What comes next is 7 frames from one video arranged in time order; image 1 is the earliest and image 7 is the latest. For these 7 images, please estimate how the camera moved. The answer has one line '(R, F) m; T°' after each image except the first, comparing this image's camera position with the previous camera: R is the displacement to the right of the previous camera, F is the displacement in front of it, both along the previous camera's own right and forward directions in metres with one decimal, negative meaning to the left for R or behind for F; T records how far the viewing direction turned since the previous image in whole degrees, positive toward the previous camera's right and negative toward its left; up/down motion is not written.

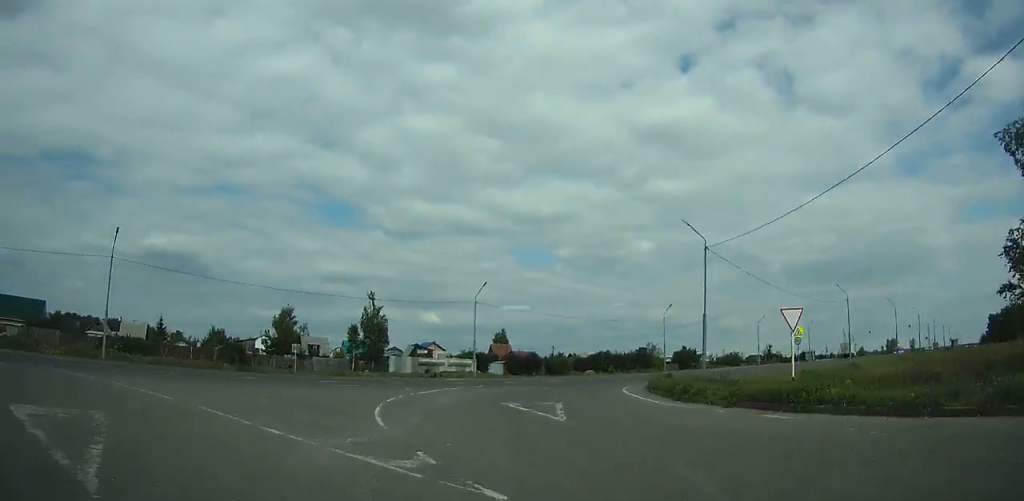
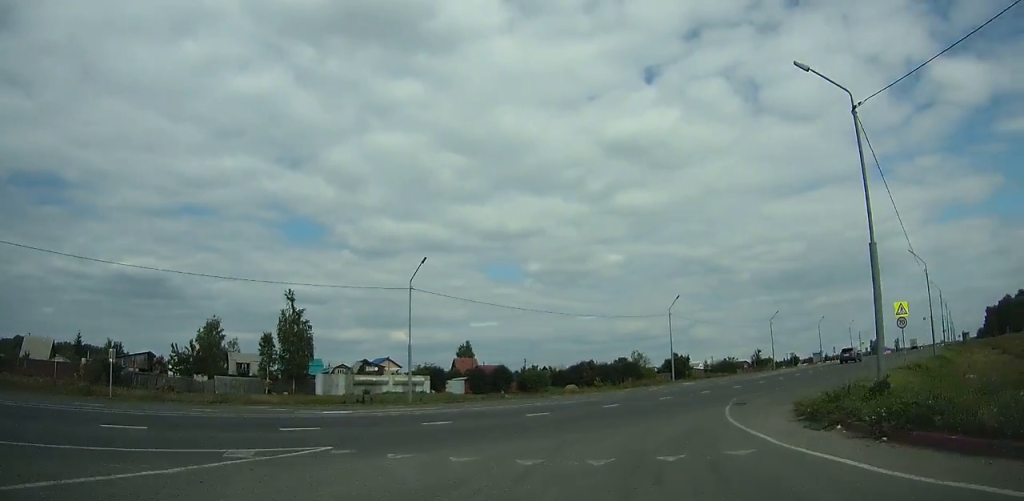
(-1.6, +23.6) m; +3°
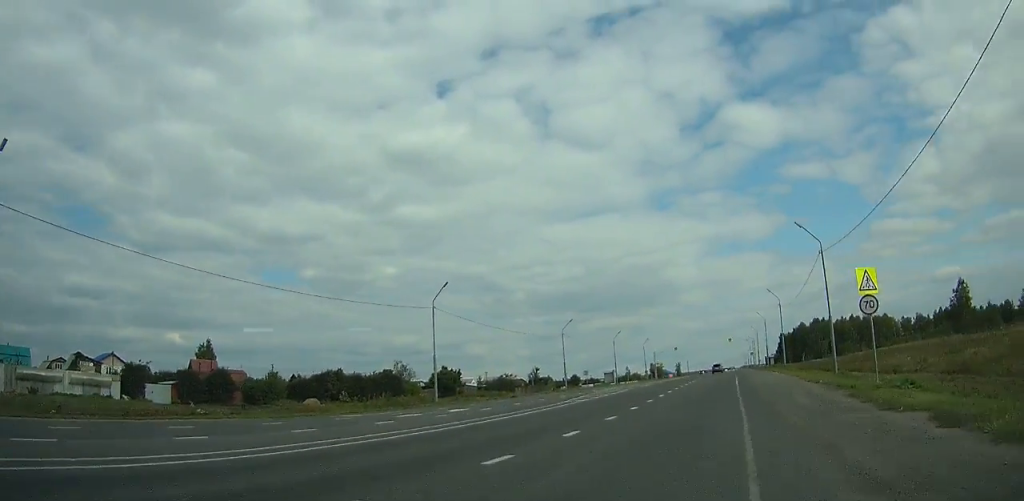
(+1.6, +19.2) m; +15°
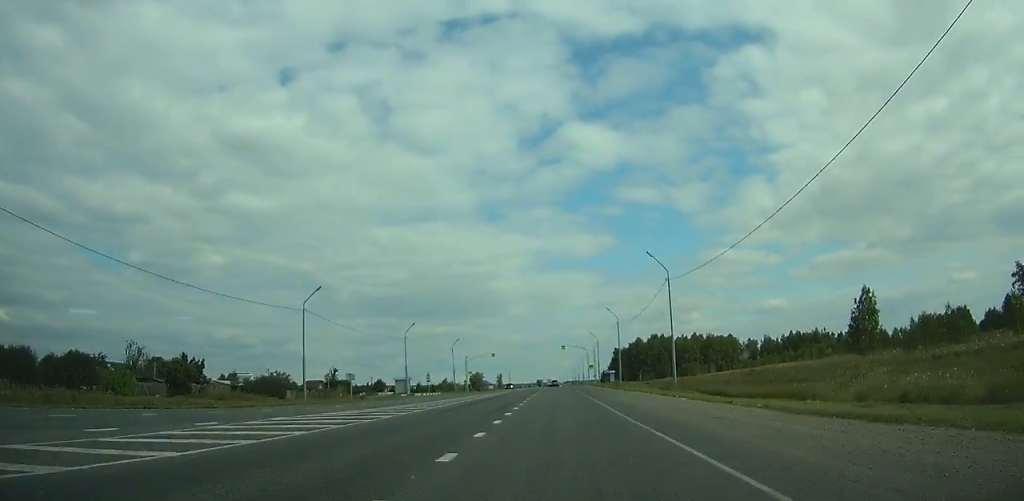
(+4.9, +29.0) m; +14°
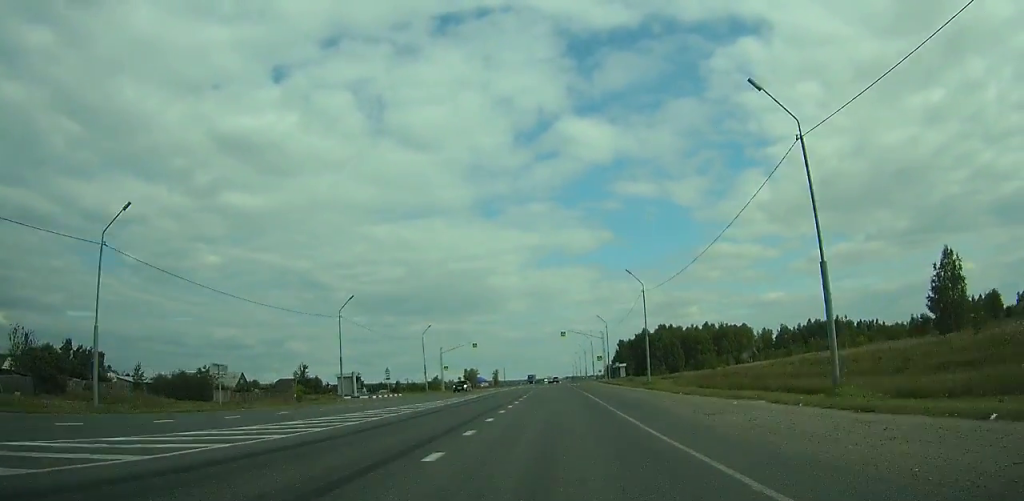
(+1.5, +21.9) m; +3°
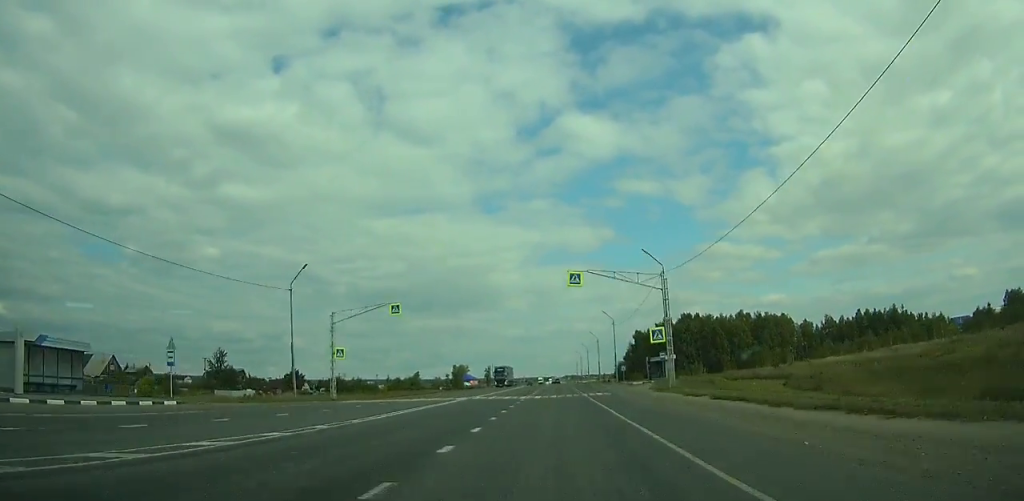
(+0.7, +45.2) m; +1°
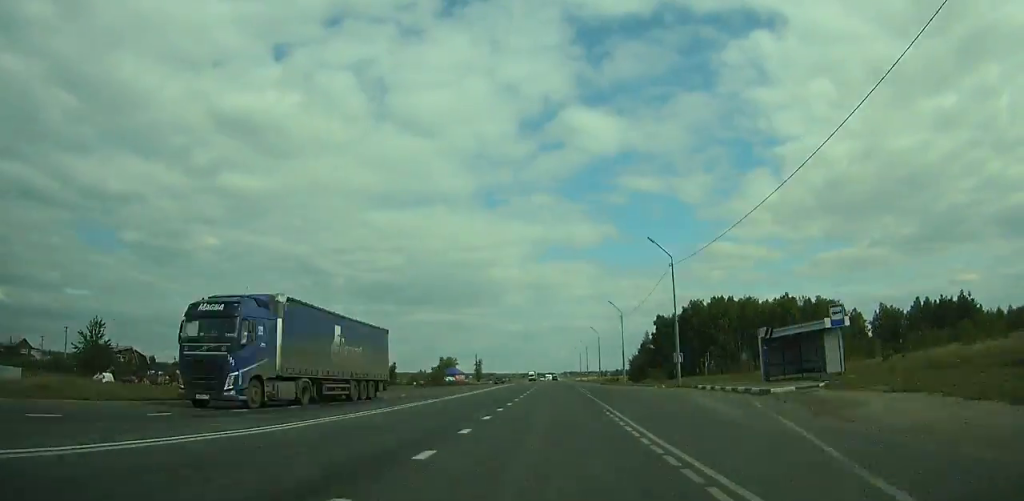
(0.0, +39.9) m; 0°
